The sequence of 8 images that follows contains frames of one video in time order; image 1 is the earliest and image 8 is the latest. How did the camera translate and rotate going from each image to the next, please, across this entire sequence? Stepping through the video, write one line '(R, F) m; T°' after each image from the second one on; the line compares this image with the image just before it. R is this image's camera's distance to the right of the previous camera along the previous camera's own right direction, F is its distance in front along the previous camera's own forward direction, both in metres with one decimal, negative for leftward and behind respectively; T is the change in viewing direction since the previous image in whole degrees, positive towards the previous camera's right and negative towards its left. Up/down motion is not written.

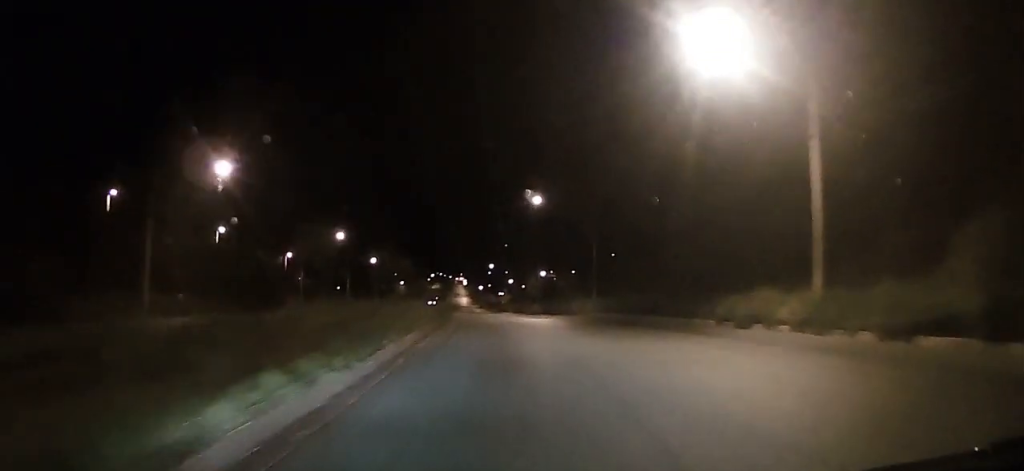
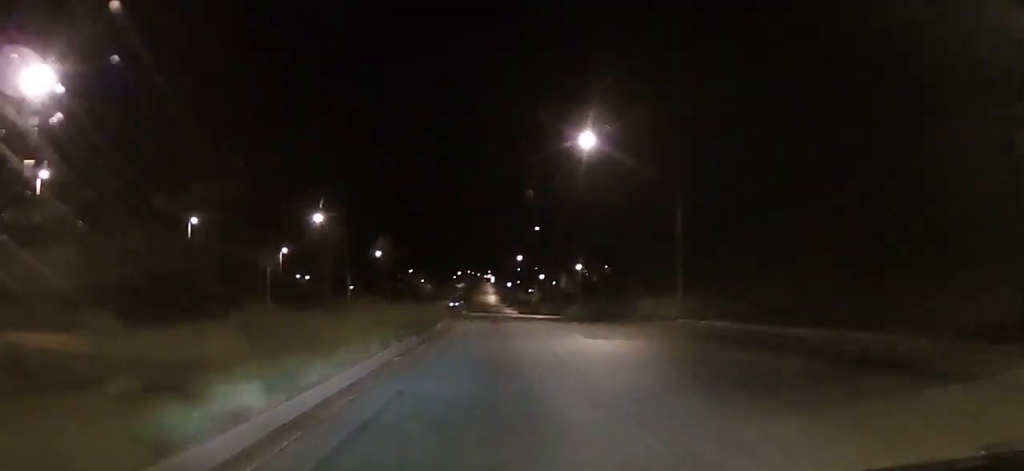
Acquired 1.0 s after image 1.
(-0.1, +19.7) m; -1°
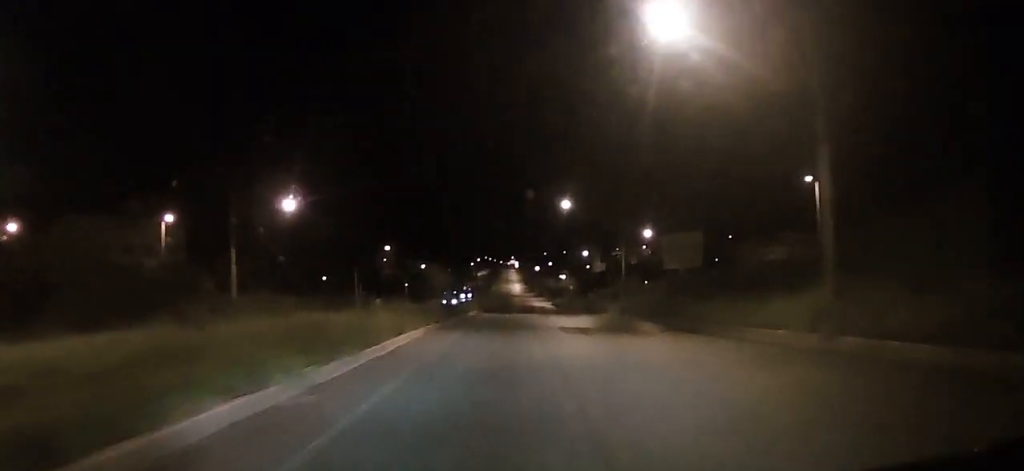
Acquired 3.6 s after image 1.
(-0.8, +51.3) m; -1°
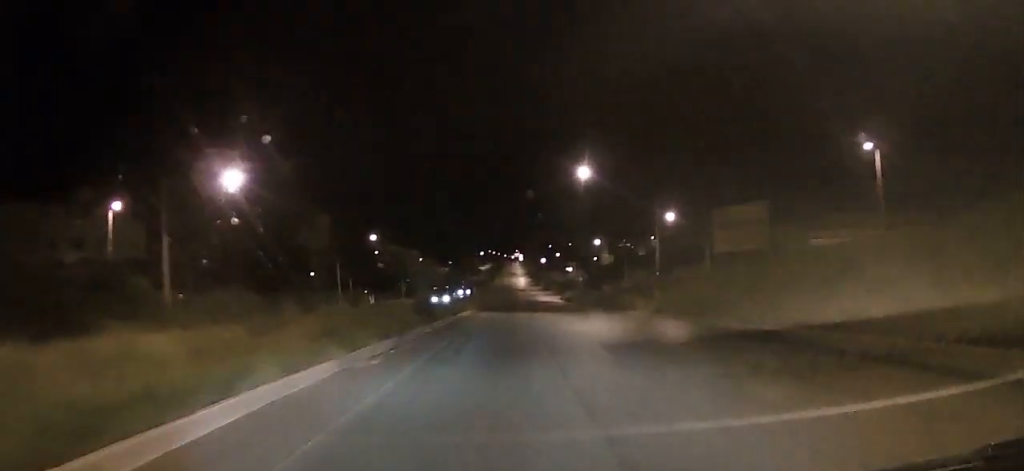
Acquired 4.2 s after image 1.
(+0.1, +11.4) m; 0°
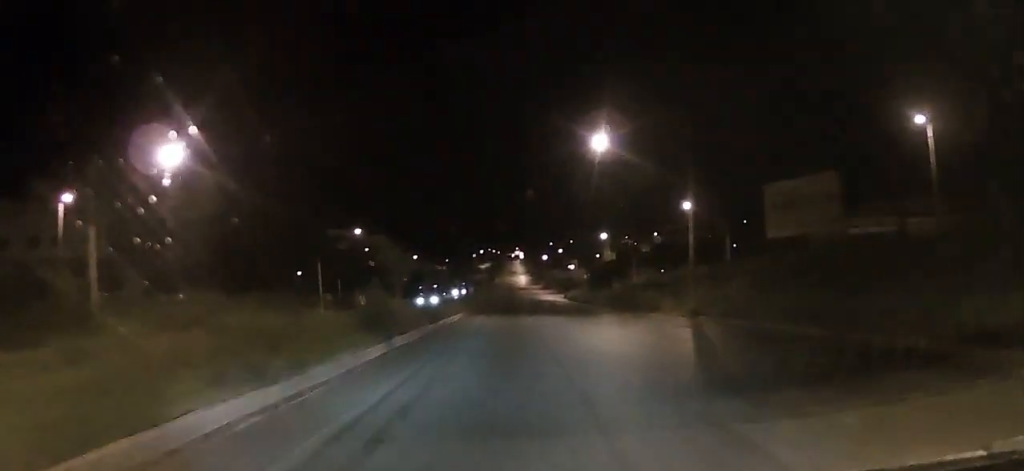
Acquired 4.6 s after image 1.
(0.0, +8.1) m; 0°
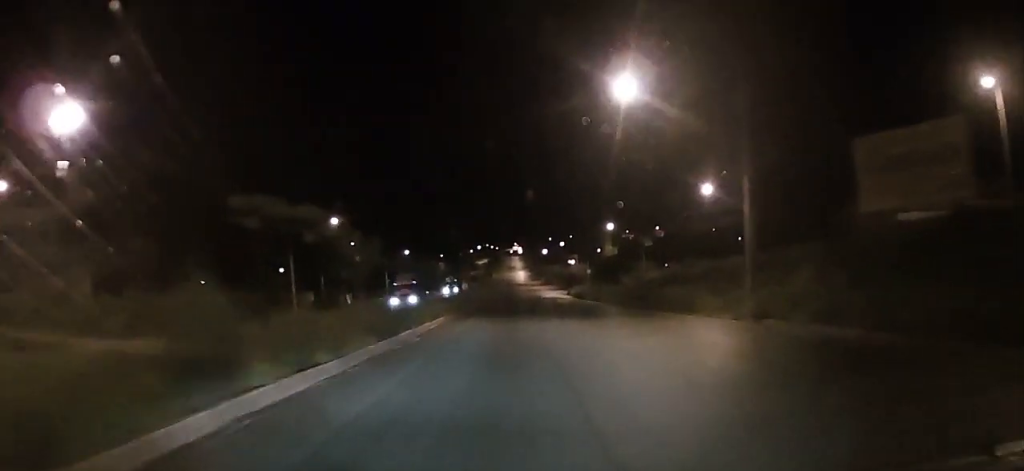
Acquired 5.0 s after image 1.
(0.0, +8.8) m; 0°
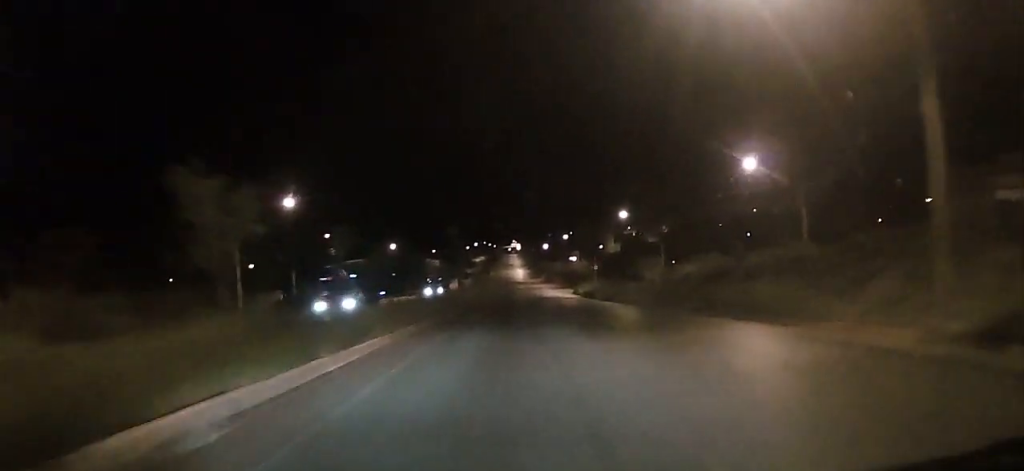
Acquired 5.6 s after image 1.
(0.0, +12.8) m; 0°
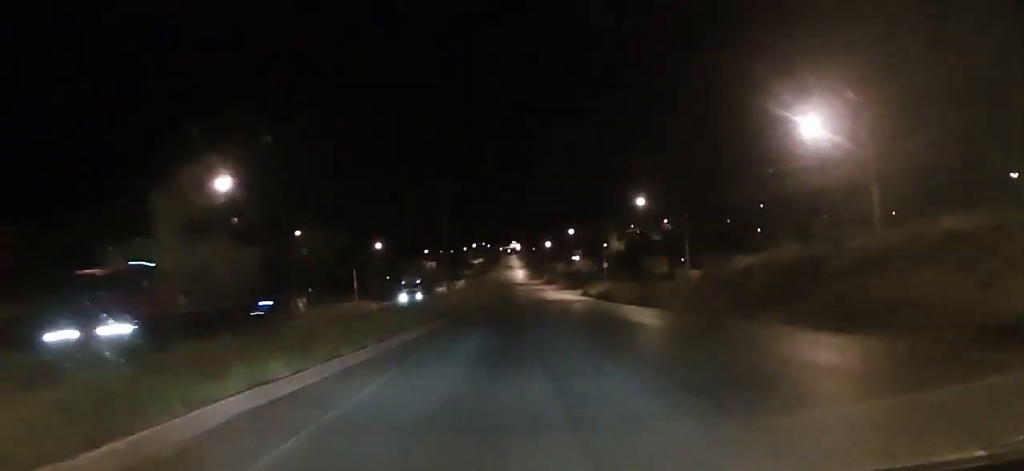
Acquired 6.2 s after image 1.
(0.0, +12.1) m; 0°
